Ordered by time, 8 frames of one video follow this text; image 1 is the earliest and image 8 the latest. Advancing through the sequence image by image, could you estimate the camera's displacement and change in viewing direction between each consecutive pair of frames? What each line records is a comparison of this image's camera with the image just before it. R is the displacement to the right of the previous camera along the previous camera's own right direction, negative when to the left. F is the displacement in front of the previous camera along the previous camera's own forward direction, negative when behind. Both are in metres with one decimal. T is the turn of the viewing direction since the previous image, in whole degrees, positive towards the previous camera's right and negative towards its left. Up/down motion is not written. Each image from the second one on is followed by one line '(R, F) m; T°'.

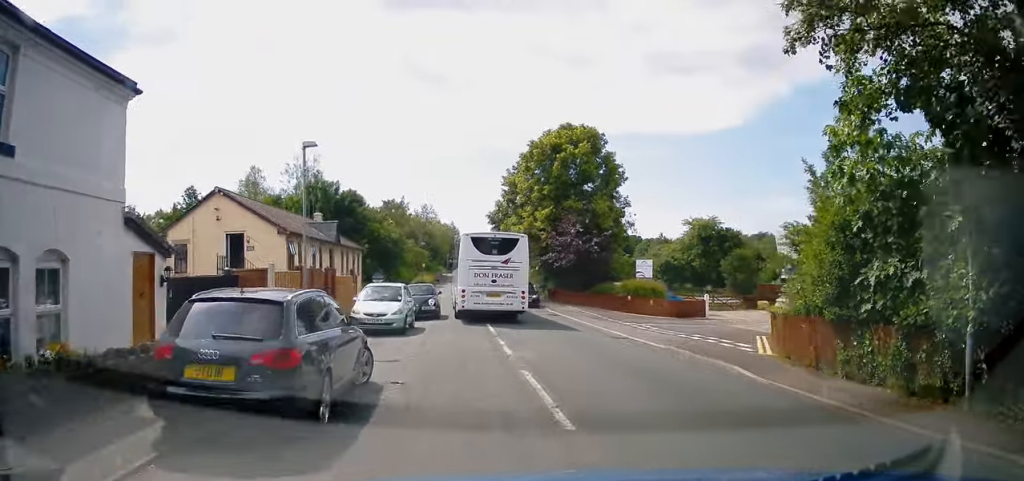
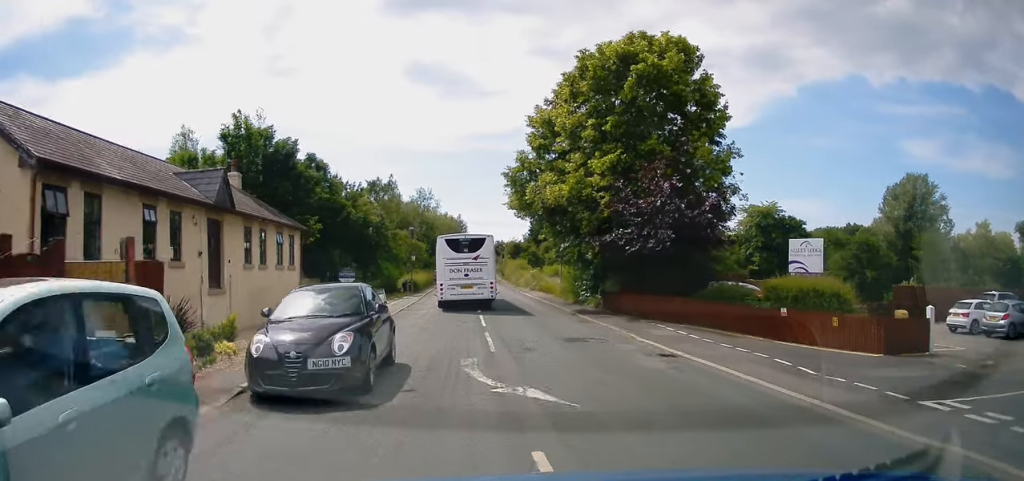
(0.0, +16.7) m; 0°
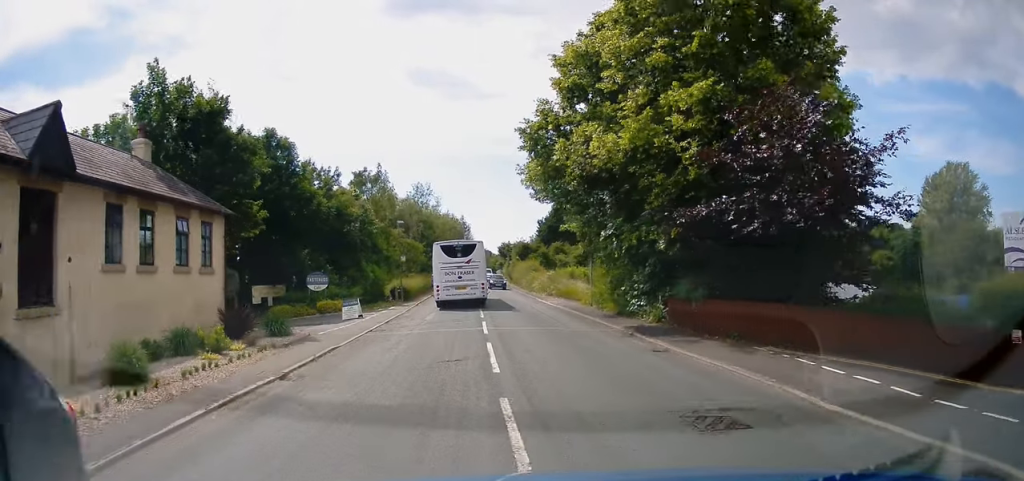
(0.0, +8.8) m; -3°
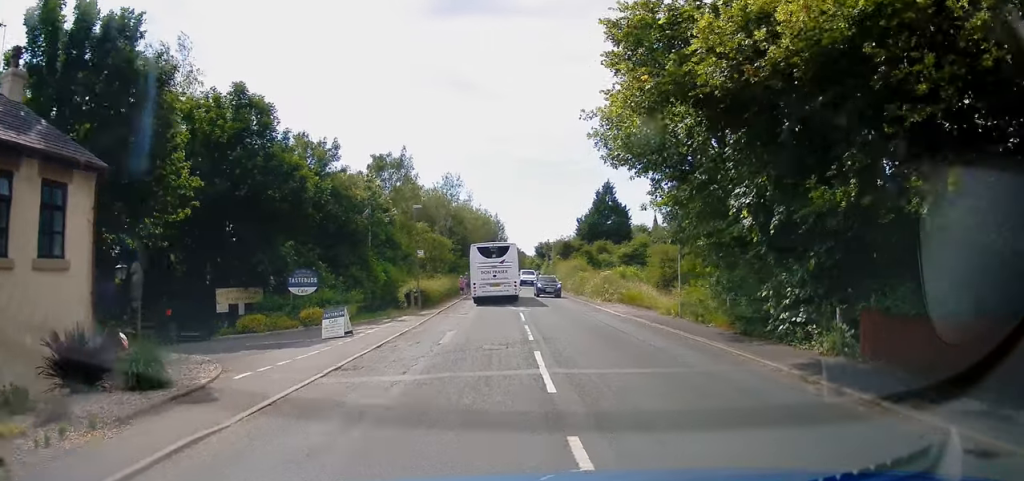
(-0.3, +8.4) m; -1°
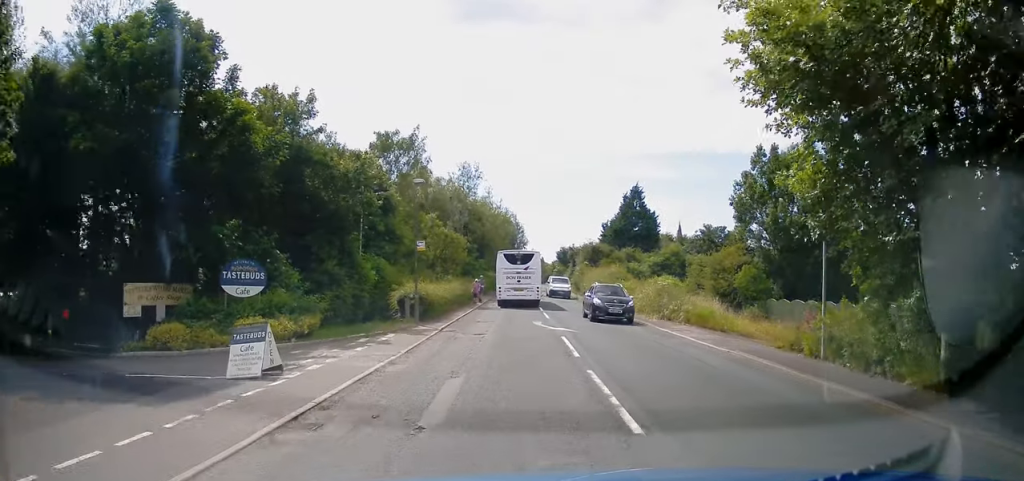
(+0.1, +7.8) m; 0°
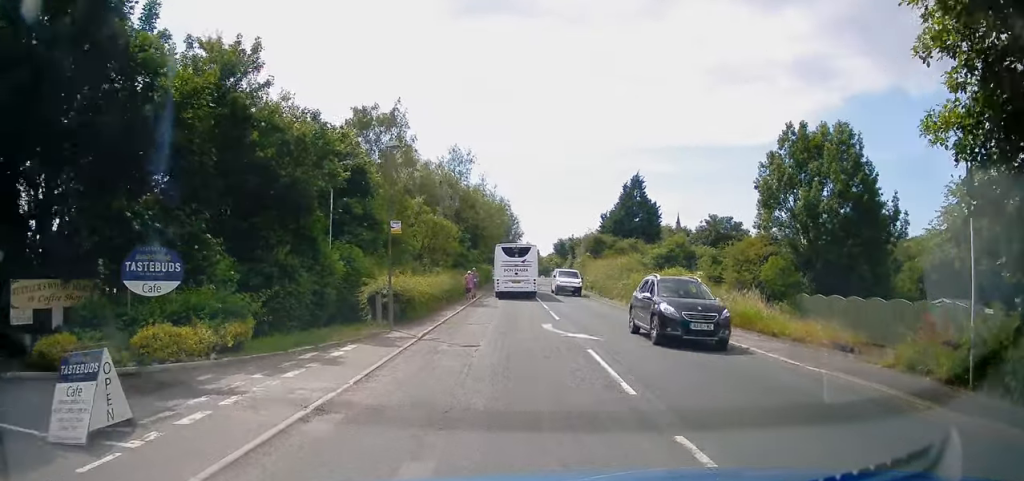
(+0.3, +4.7) m; 0°
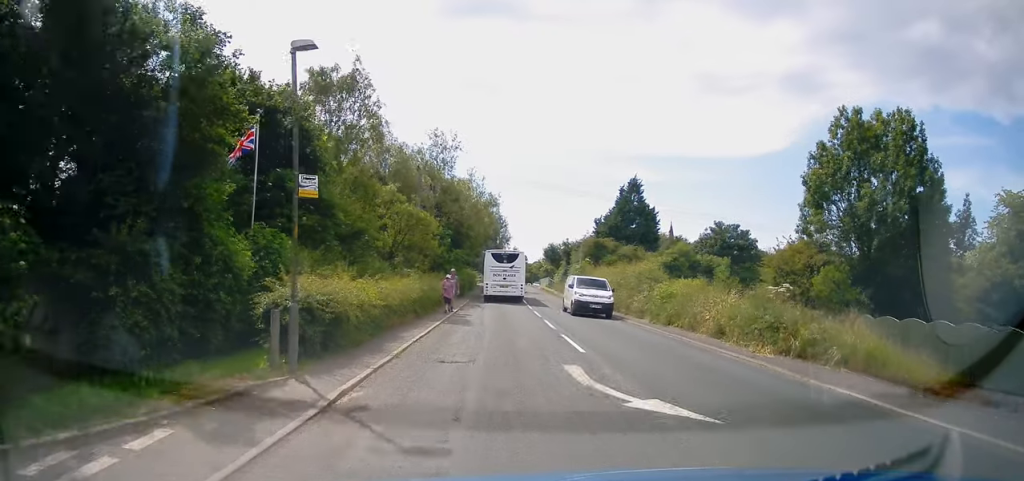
(-0.3, +7.4) m; 0°
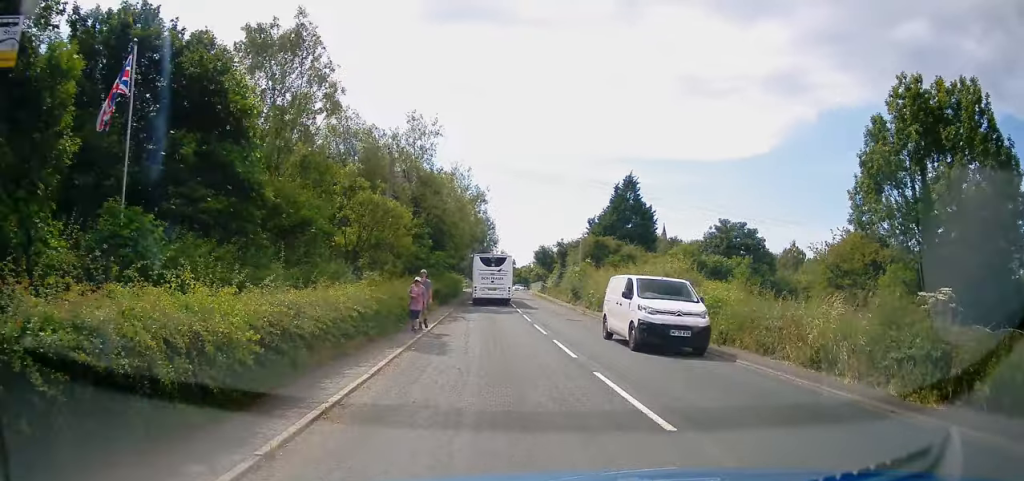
(0.0, +6.5) m; +1°
